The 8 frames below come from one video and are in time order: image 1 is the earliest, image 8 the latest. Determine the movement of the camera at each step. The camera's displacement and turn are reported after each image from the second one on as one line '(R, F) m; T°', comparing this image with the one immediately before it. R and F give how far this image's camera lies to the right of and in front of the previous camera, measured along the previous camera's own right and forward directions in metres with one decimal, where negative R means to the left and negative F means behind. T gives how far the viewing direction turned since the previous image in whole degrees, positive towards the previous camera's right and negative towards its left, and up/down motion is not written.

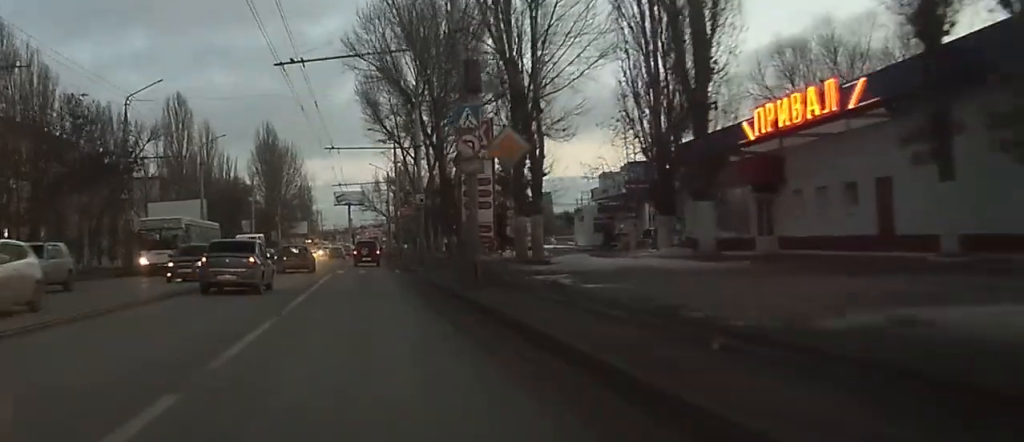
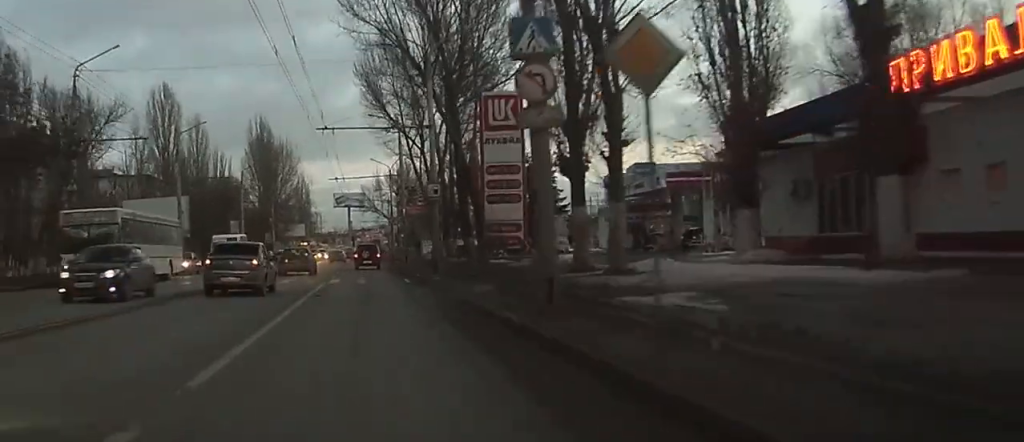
(-0.4, +9.6) m; -2°
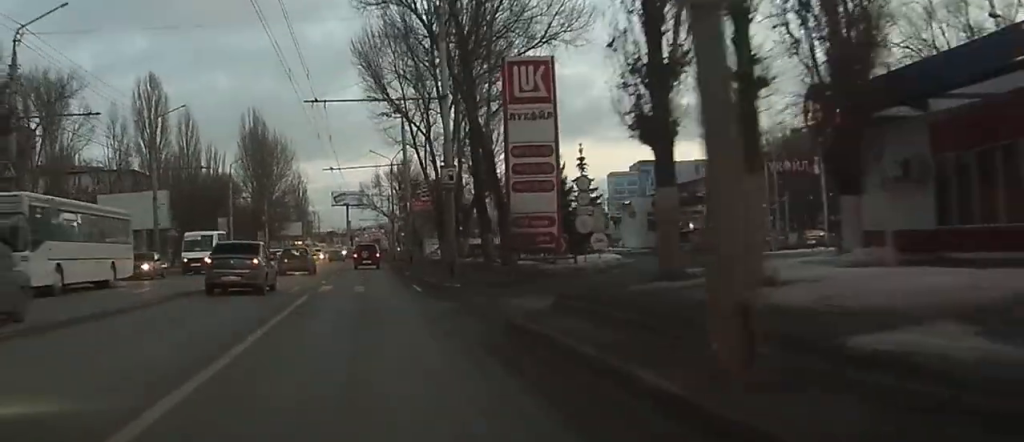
(+0.1, +7.5) m; 0°
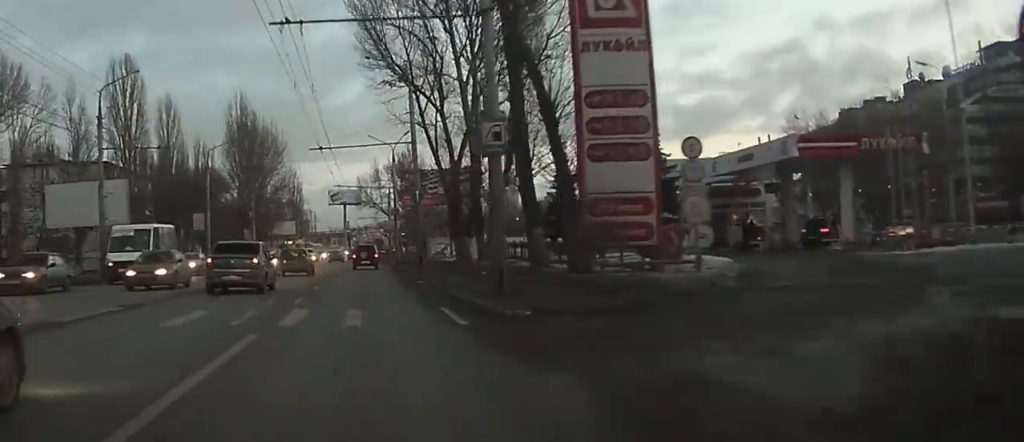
(+0.1, +12.0) m; 0°
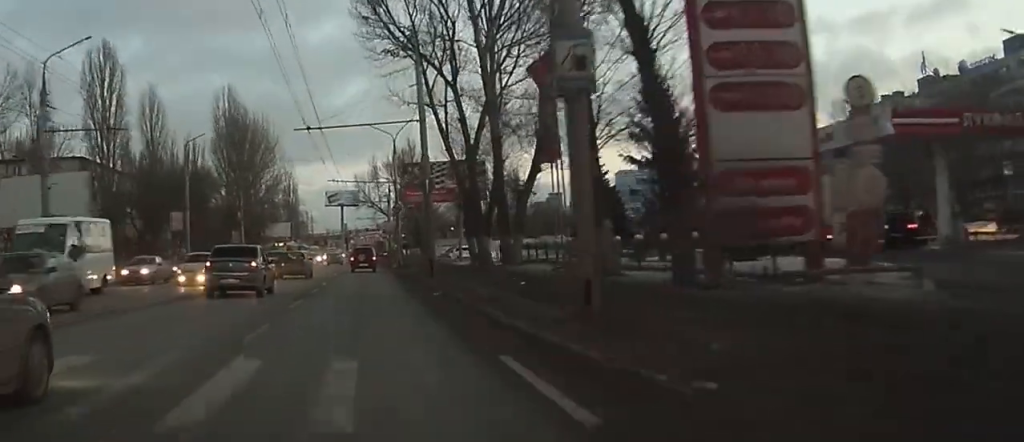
(0.0, +8.5) m; 0°
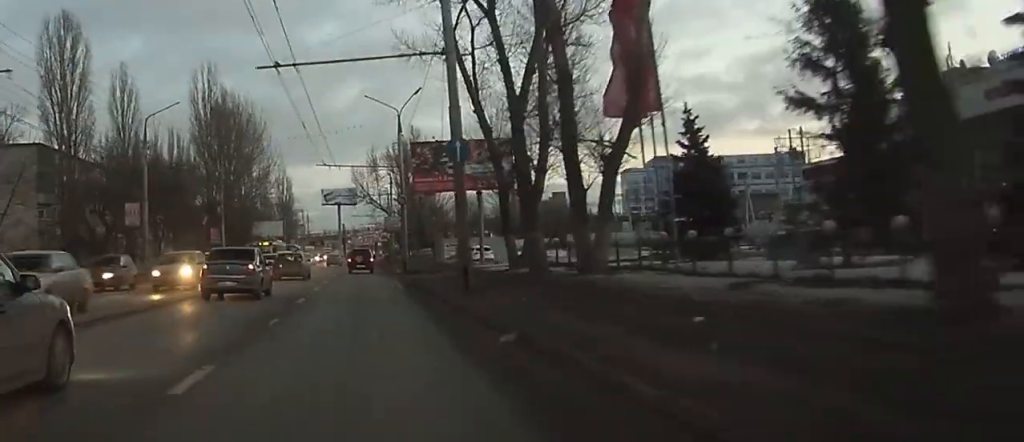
(0.0, +12.9) m; +1°
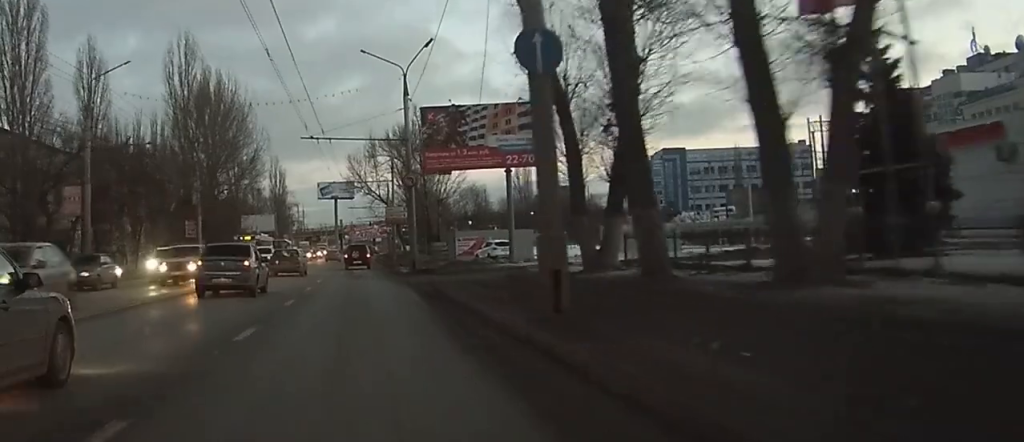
(+0.1, +11.5) m; +1°
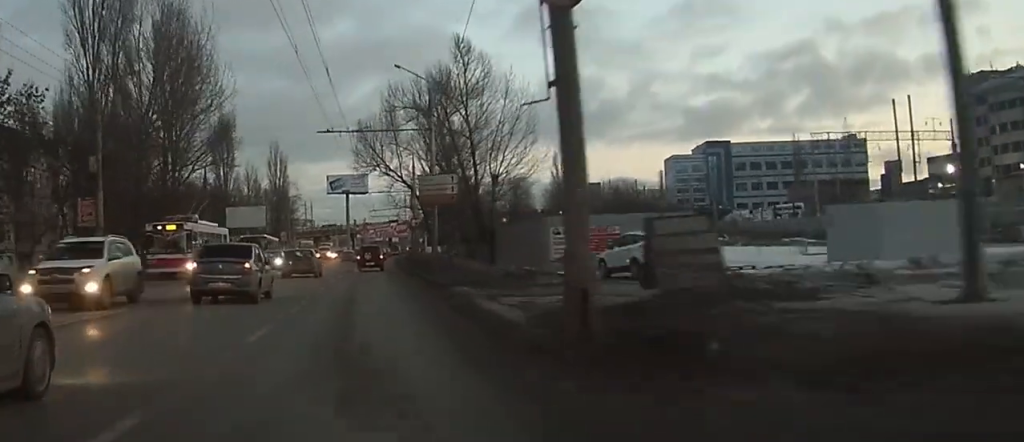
(+0.2, +31.7) m; 0°
